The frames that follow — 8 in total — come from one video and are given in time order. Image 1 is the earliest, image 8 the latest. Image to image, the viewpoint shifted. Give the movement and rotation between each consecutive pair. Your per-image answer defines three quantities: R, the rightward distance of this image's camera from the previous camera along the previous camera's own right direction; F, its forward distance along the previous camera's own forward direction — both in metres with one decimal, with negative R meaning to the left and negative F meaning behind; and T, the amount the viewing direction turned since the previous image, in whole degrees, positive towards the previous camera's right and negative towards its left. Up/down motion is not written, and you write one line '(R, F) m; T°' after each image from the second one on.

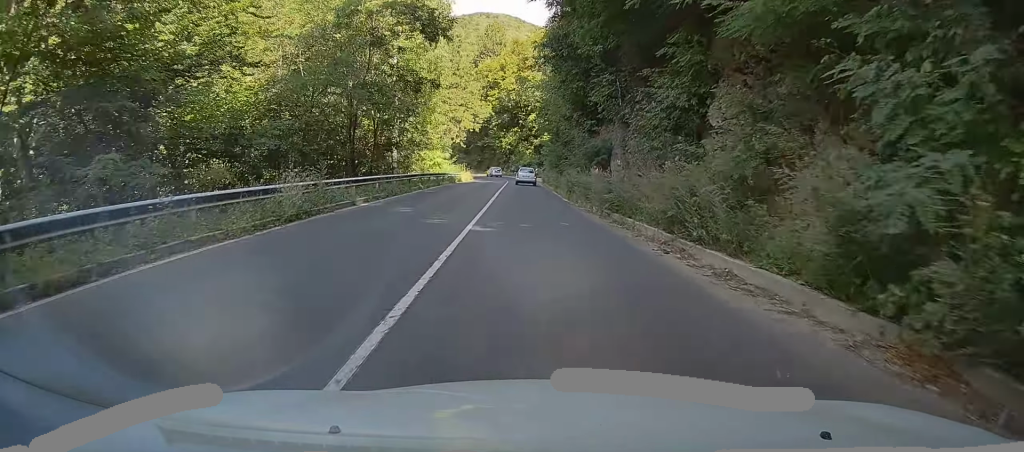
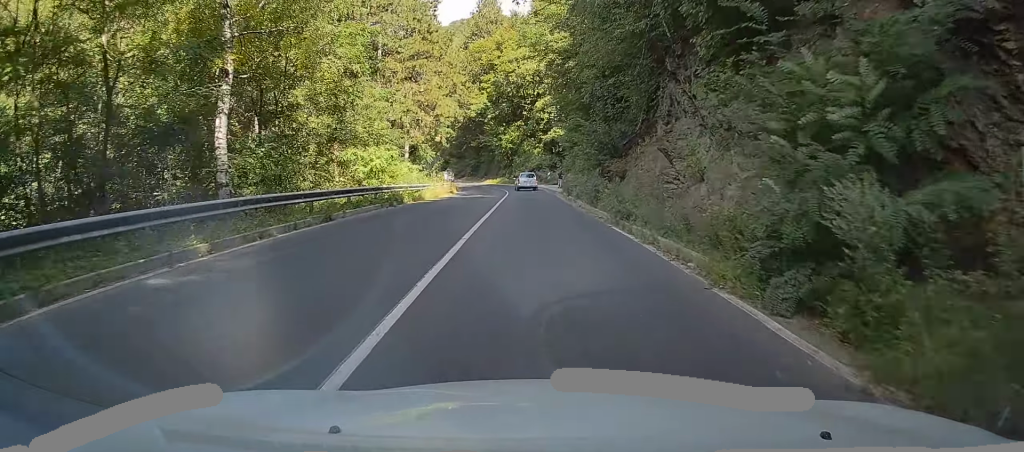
(-0.2, +25.5) m; 0°
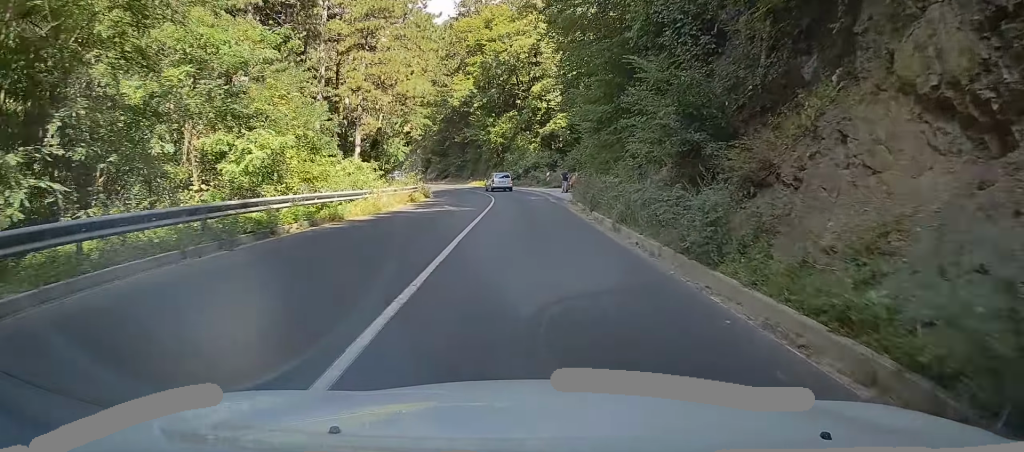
(+0.1, +14.4) m; -1°
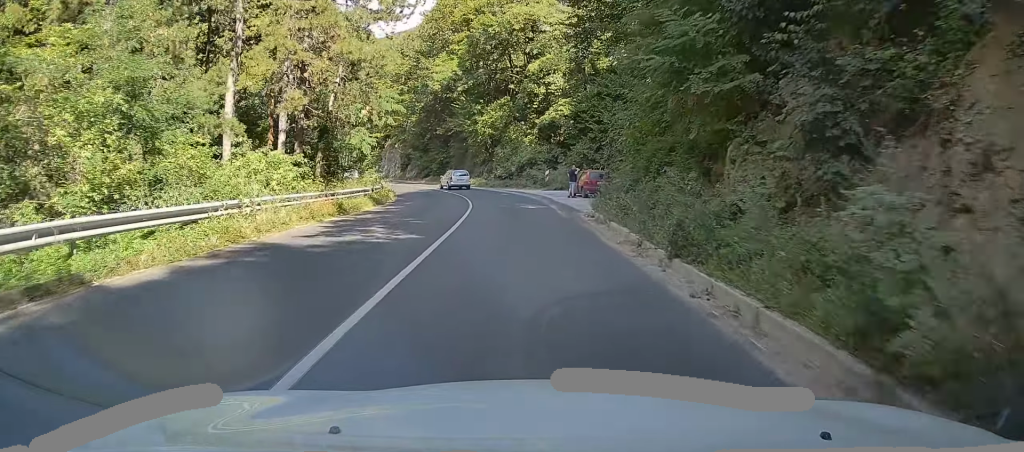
(-0.1, +12.1) m; -1°
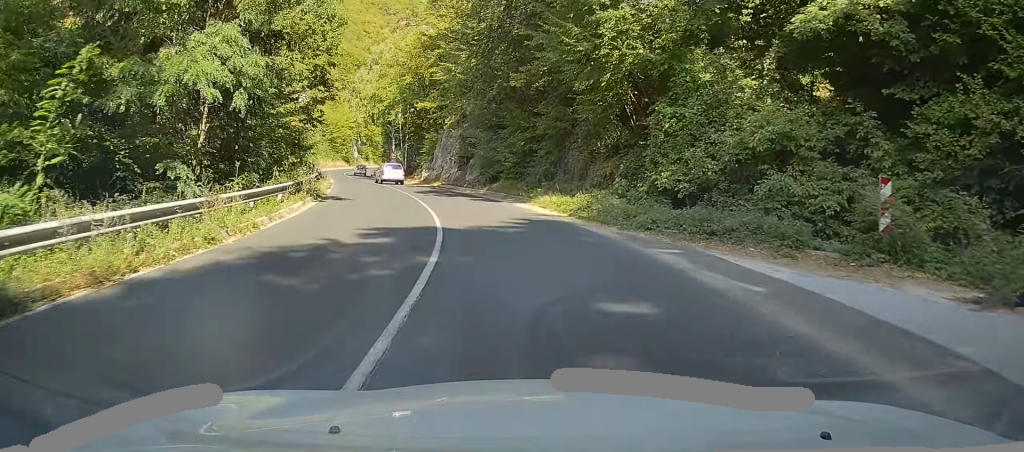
(-2.1, +37.3) m; -9°
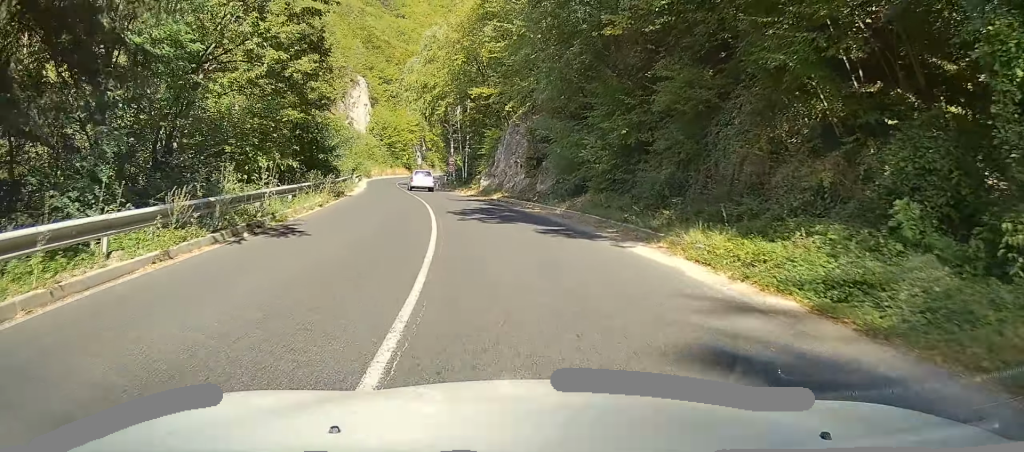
(-0.5, +12.3) m; -5°
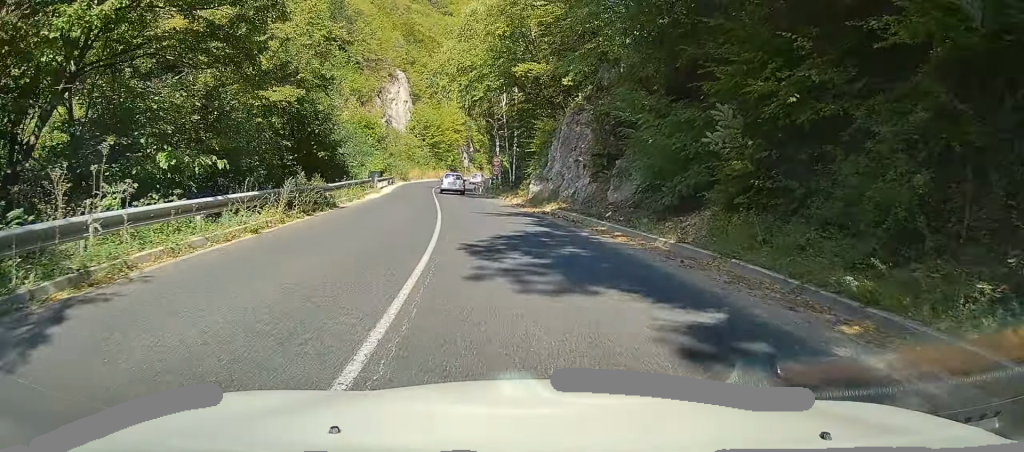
(-0.1, +9.1) m; -4°
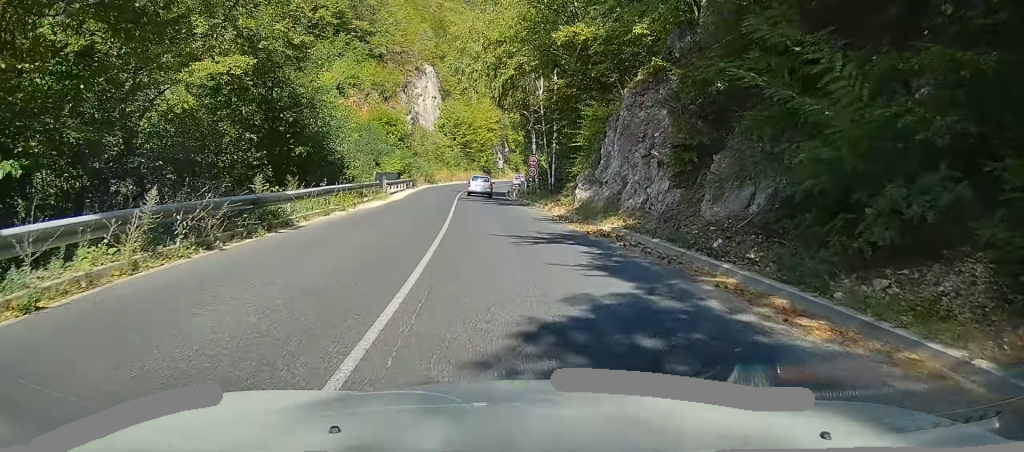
(-0.5, +7.5) m; -3°
